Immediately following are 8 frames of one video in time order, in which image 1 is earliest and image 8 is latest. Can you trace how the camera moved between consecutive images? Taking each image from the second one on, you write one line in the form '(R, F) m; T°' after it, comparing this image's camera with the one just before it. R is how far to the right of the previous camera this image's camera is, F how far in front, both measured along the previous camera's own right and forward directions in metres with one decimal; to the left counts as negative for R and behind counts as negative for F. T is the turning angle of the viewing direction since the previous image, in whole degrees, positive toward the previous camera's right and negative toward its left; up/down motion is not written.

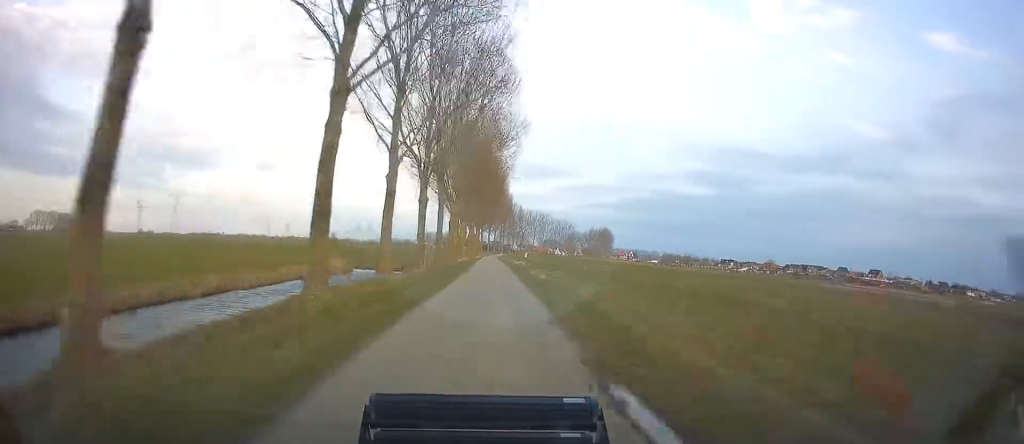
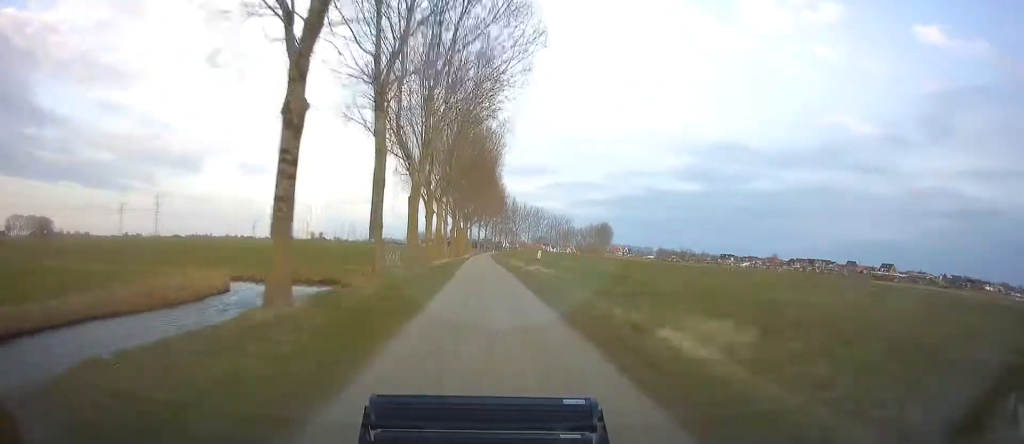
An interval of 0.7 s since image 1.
(+0.2, +24.2) m; +1°
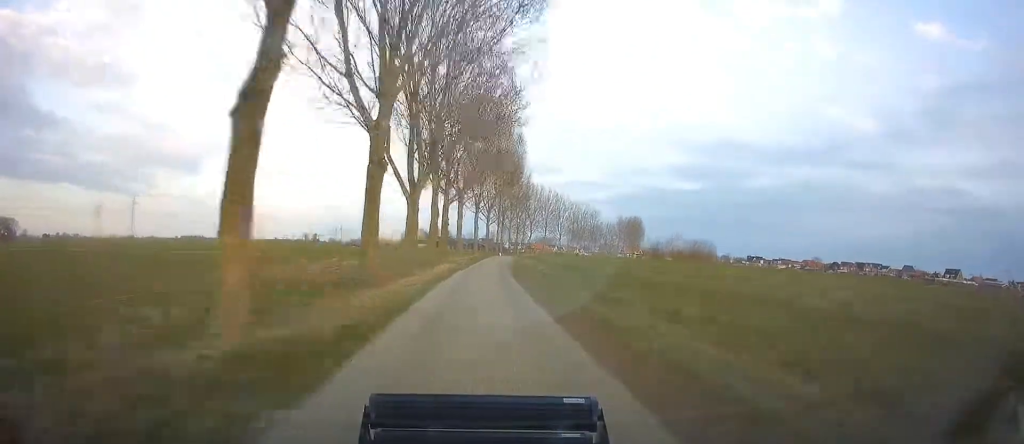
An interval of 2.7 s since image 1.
(+1.4, +67.1) m; +2°
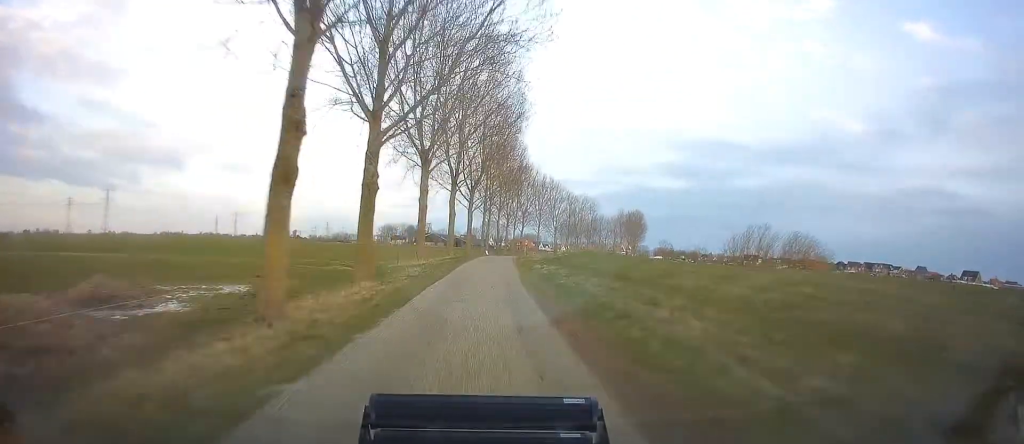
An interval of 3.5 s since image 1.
(+0.2, +29.1) m; +1°
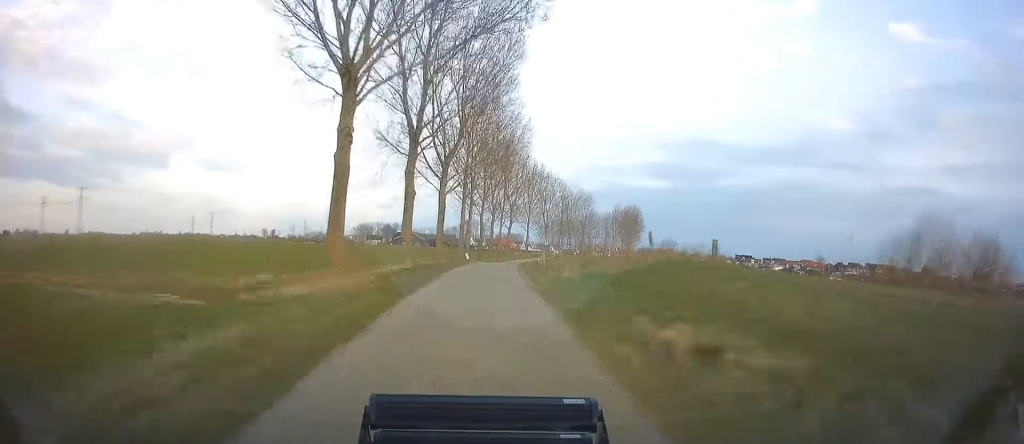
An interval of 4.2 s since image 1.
(+0.1, +22.7) m; +1°
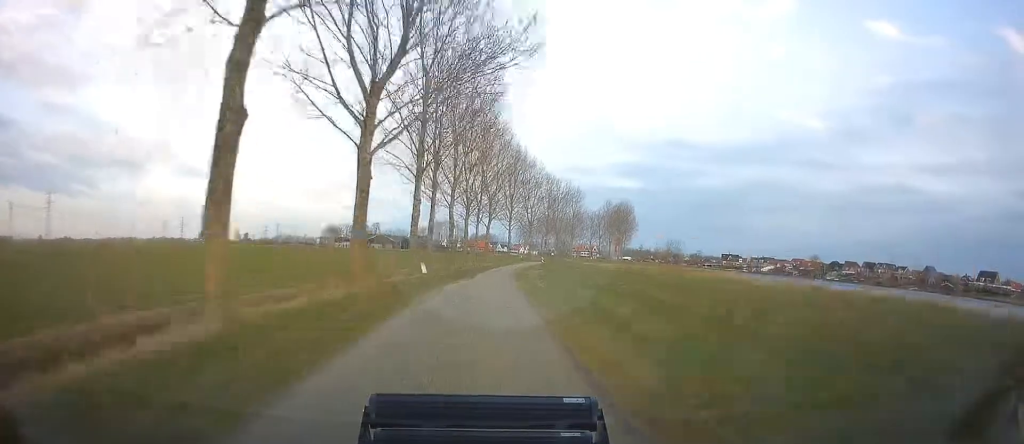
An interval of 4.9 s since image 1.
(+0.3, +22.0) m; +2°
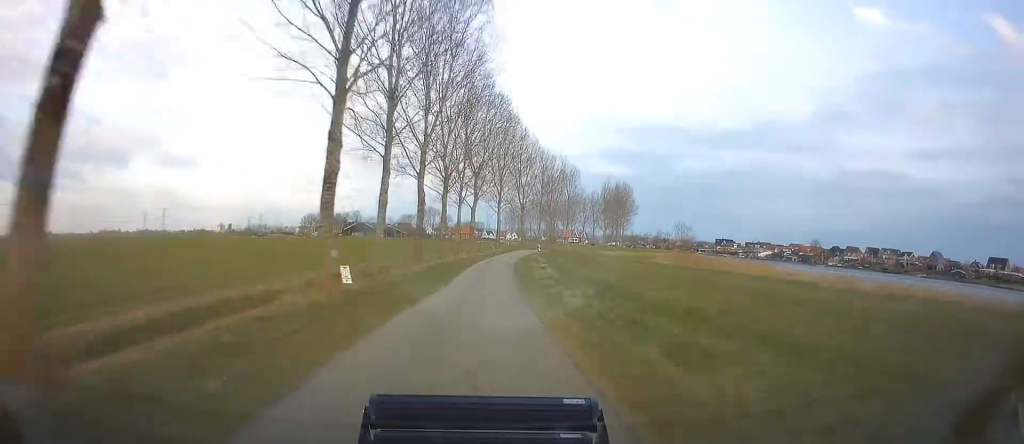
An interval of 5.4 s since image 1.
(0.0, +17.3) m; +2°
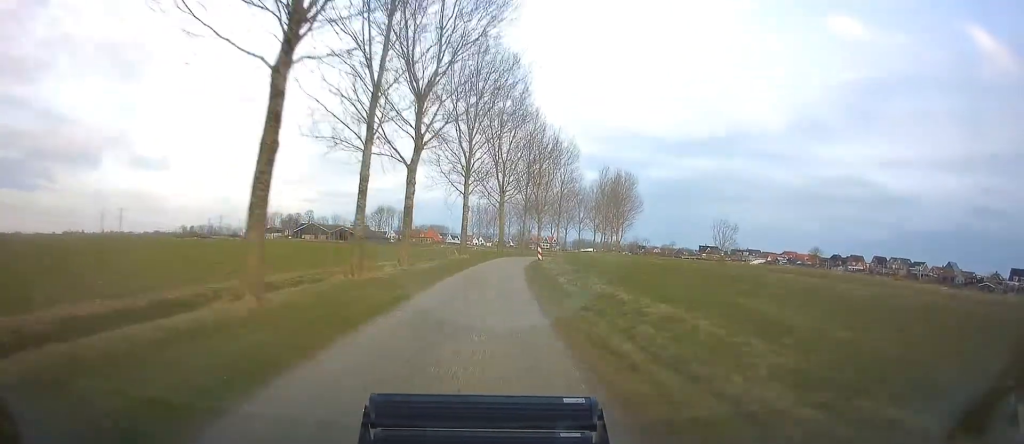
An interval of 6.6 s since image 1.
(+1.5, +36.6) m; +4°
